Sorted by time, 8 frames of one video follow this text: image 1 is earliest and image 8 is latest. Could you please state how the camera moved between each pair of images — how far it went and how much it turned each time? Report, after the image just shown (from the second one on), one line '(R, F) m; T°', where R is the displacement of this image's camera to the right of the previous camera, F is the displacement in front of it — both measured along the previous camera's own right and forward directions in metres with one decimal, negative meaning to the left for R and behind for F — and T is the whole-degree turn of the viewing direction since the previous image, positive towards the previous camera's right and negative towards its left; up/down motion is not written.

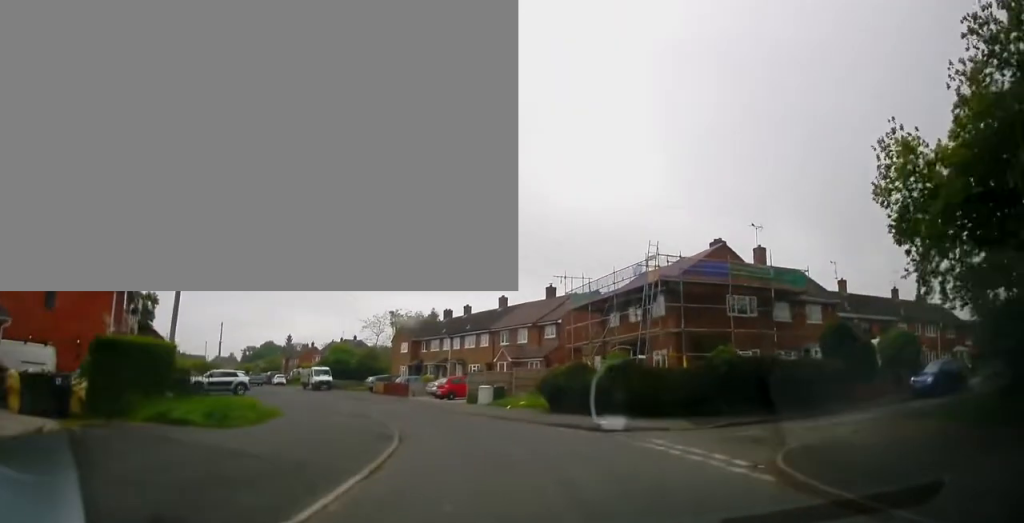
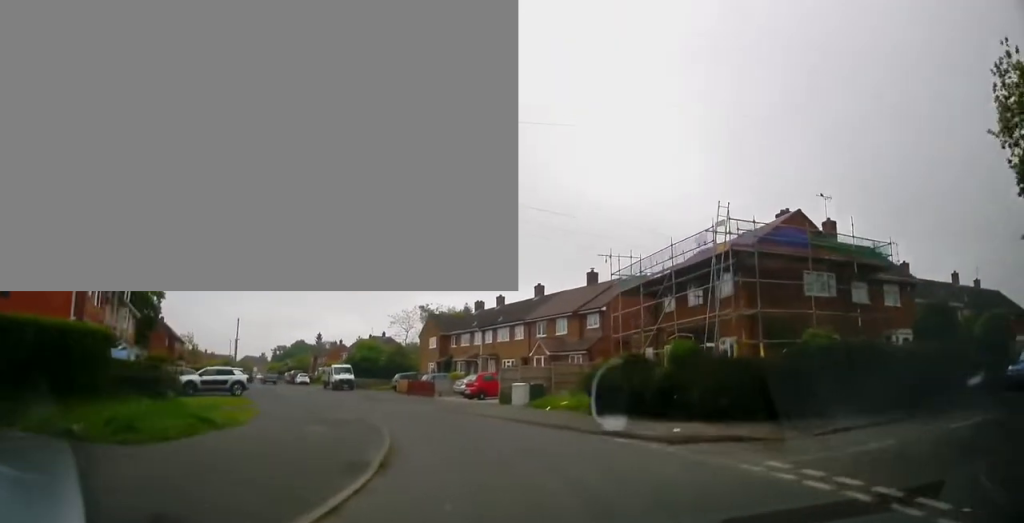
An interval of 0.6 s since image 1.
(+0.1, +4.5) m; -3°
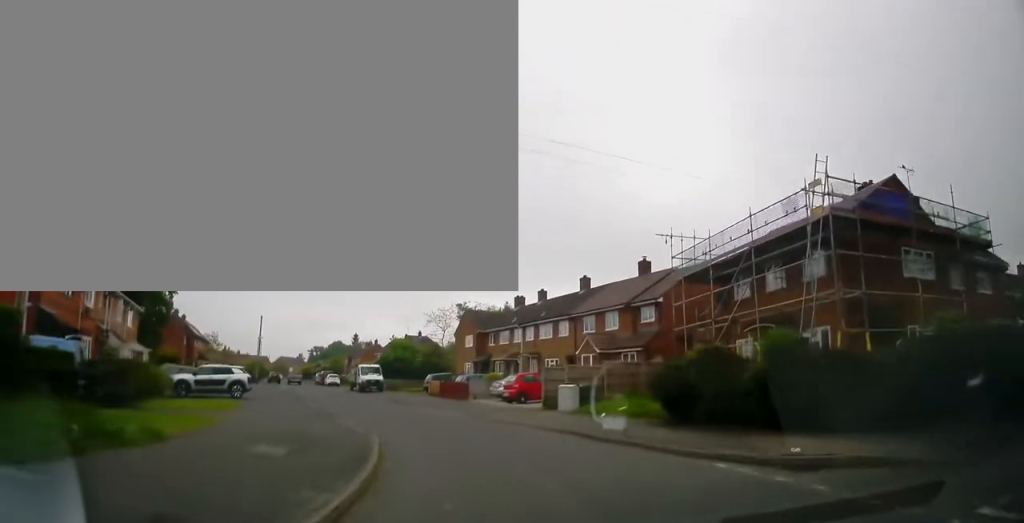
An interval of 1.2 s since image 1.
(-0.3, +4.7) m; -3°
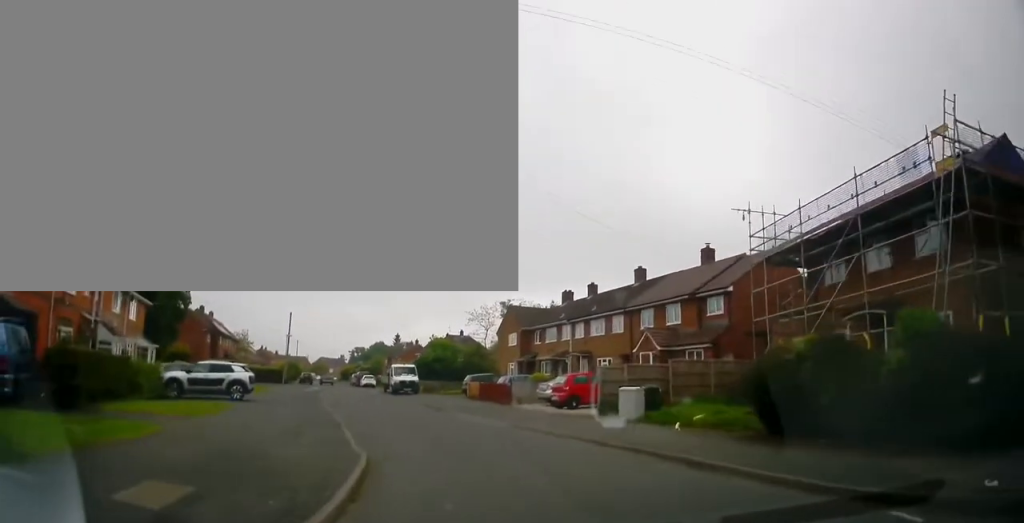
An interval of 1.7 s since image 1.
(-0.2, +4.2) m; -3°
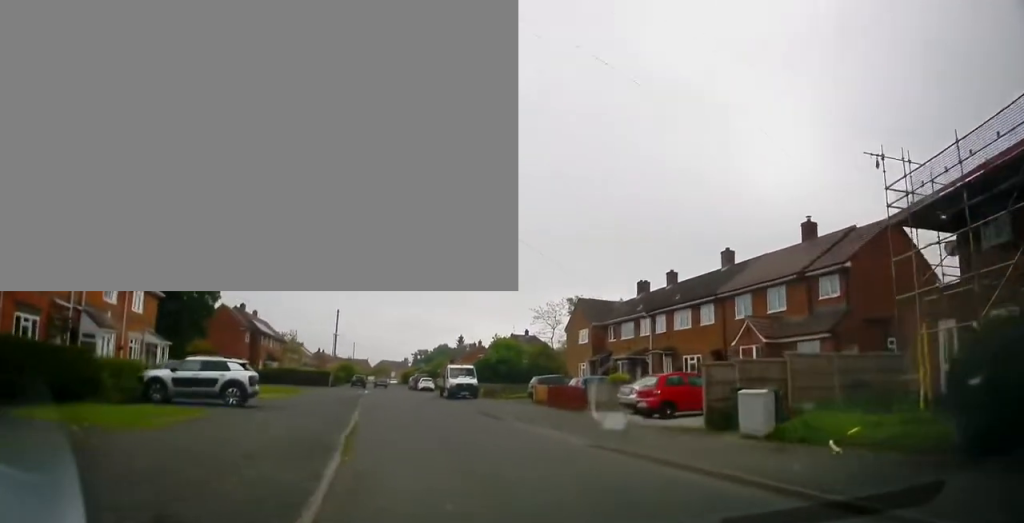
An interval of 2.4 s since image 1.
(+0.1, +5.5) m; -5°
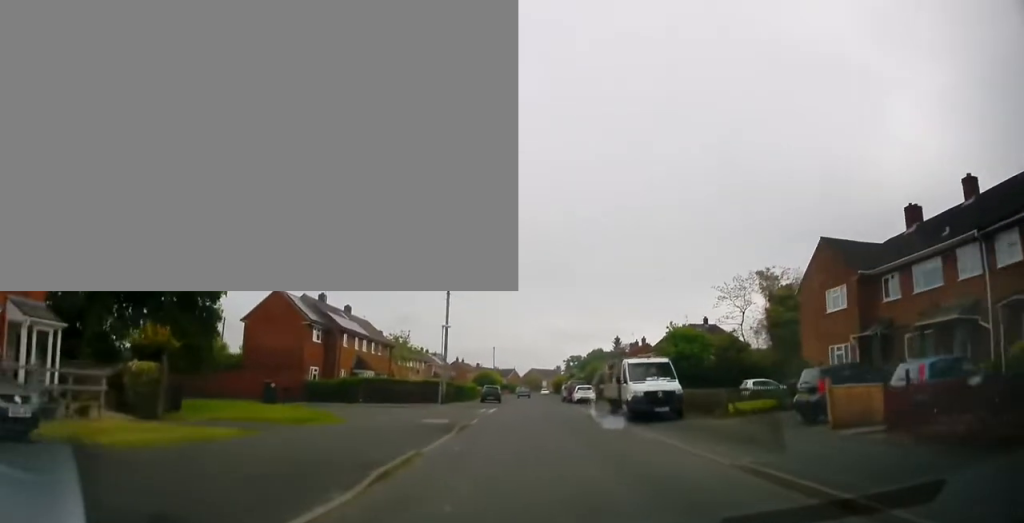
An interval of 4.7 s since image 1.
(-3.8, +17.8) m; -18°
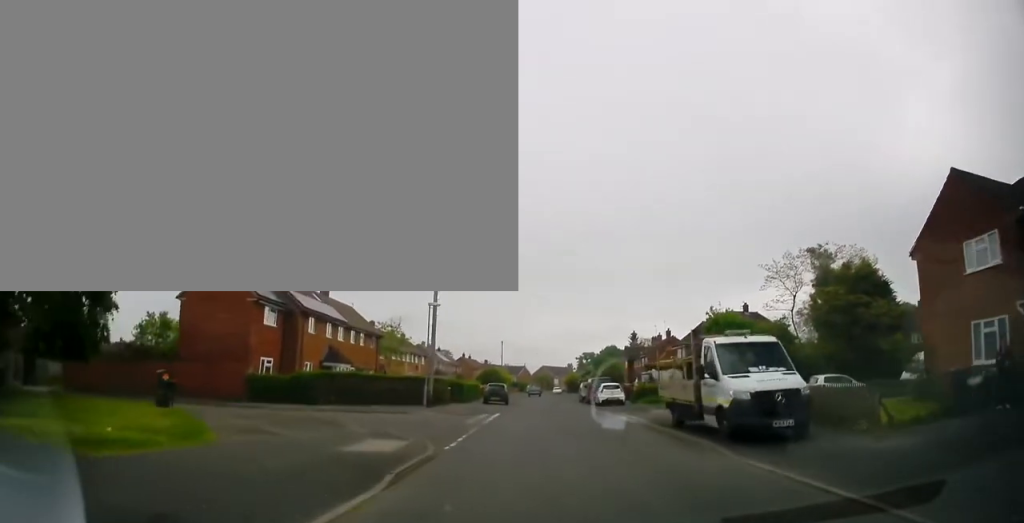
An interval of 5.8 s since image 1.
(0.0, +9.1) m; 0°
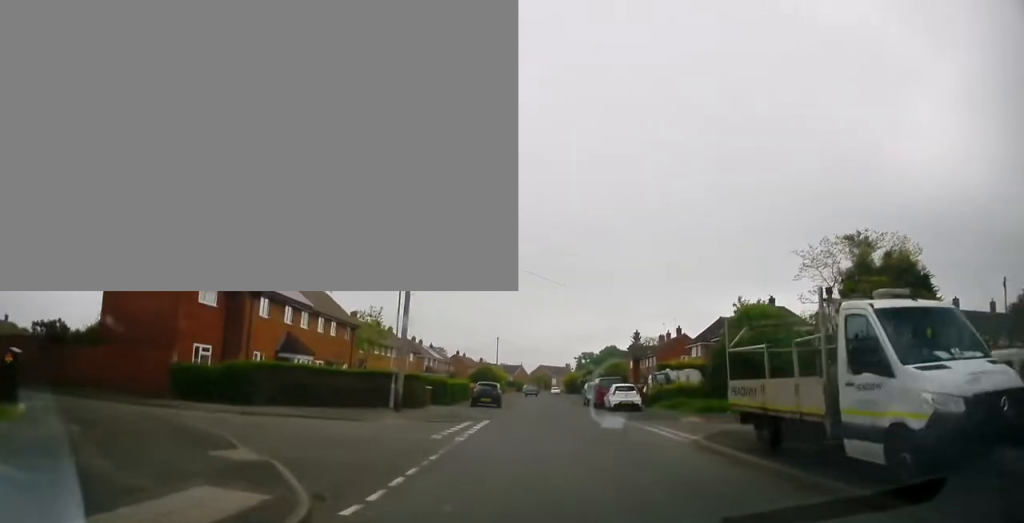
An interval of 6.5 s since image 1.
(0.0, +6.6) m; 0°
